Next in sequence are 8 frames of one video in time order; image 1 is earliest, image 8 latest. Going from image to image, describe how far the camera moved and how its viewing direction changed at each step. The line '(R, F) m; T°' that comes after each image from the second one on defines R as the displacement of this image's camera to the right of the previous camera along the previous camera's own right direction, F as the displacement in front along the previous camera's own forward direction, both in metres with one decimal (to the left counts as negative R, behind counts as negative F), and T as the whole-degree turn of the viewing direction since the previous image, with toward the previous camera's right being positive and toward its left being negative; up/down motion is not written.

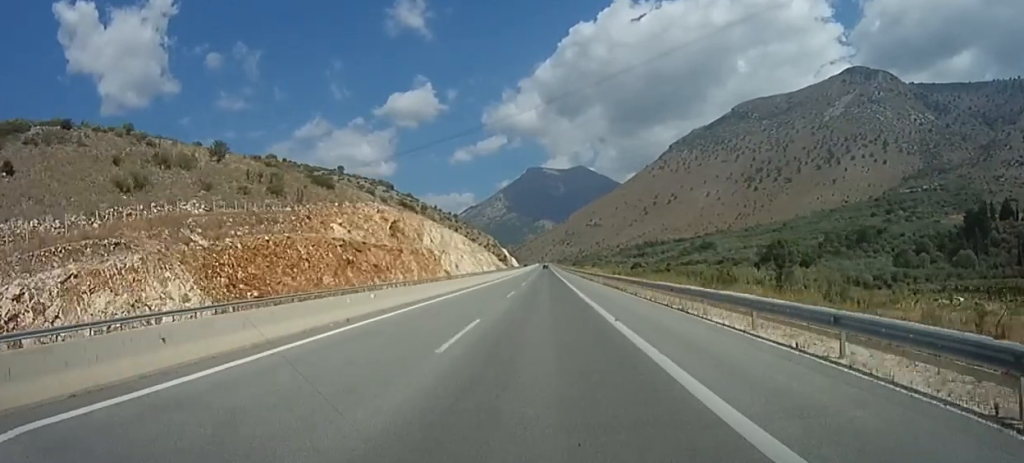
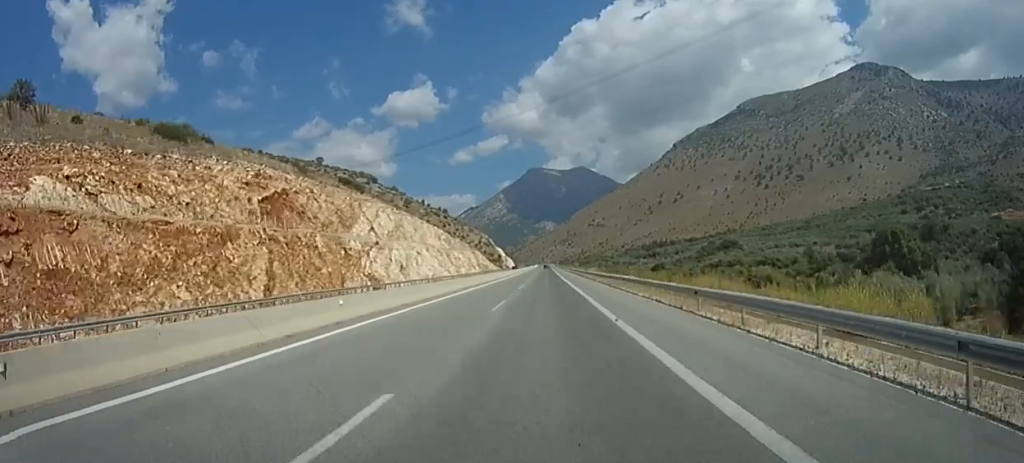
(+0.5, +62.5) m; 0°
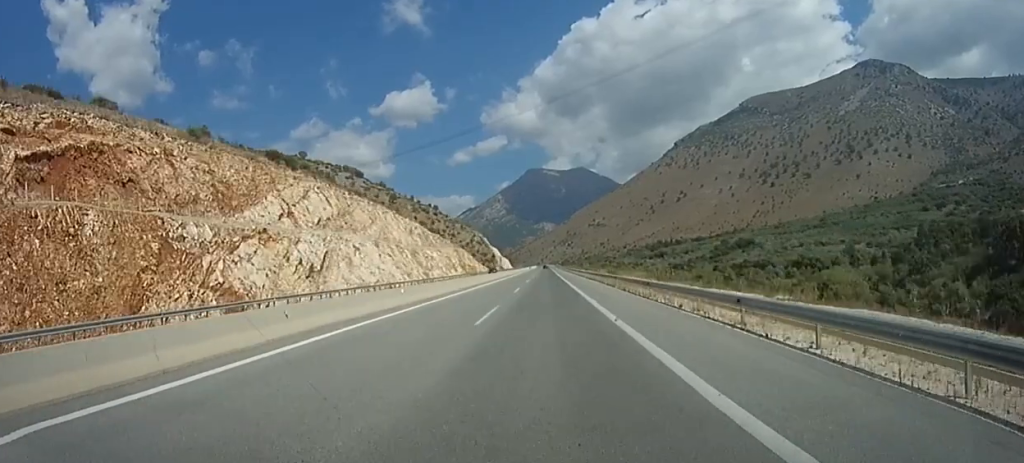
(0.0, +40.5) m; 0°
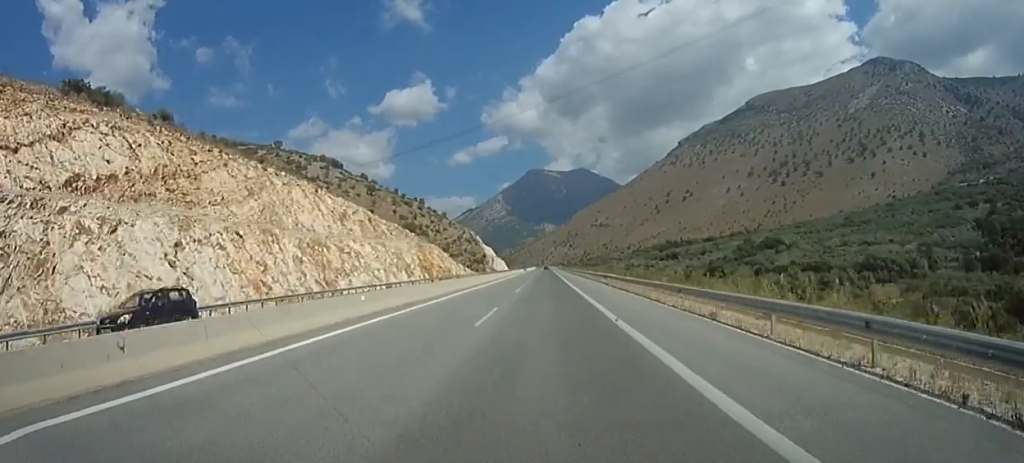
(-0.3, +53.8) m; -1°
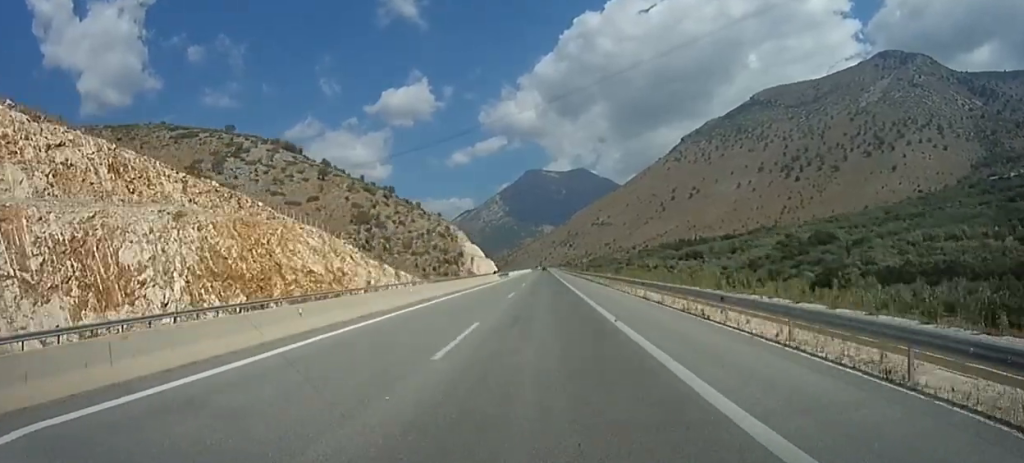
(-0.5, +78.1) m; +1°
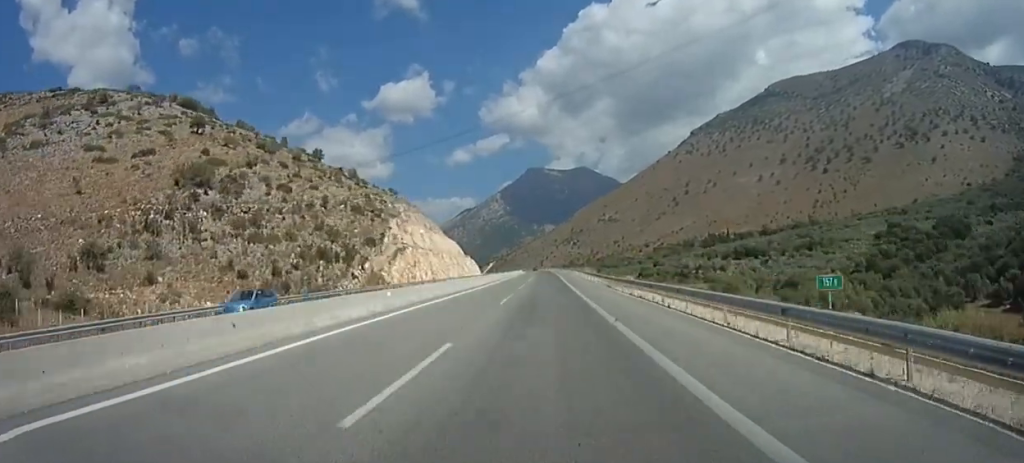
(+0.9, +112.5) m; -1°
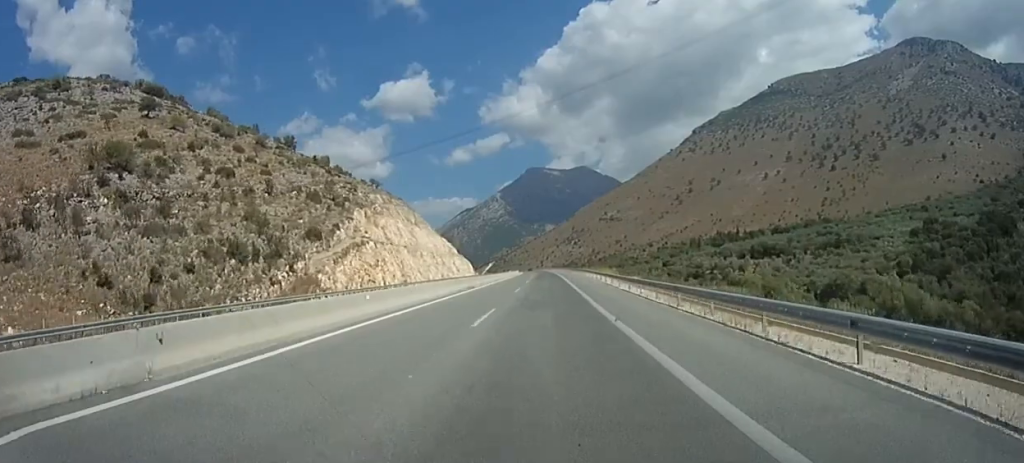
(-0.8, +26.7) m; 0°
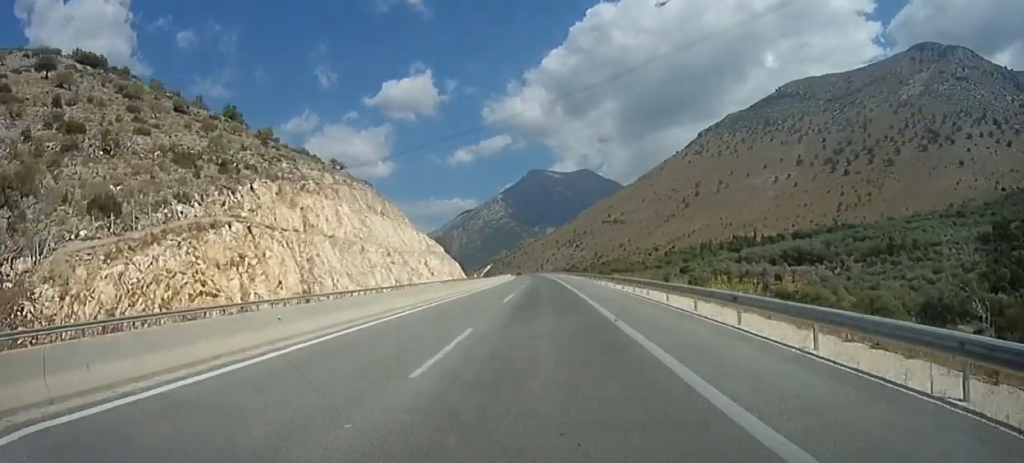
(+0.1, +42.6) m; 0°
